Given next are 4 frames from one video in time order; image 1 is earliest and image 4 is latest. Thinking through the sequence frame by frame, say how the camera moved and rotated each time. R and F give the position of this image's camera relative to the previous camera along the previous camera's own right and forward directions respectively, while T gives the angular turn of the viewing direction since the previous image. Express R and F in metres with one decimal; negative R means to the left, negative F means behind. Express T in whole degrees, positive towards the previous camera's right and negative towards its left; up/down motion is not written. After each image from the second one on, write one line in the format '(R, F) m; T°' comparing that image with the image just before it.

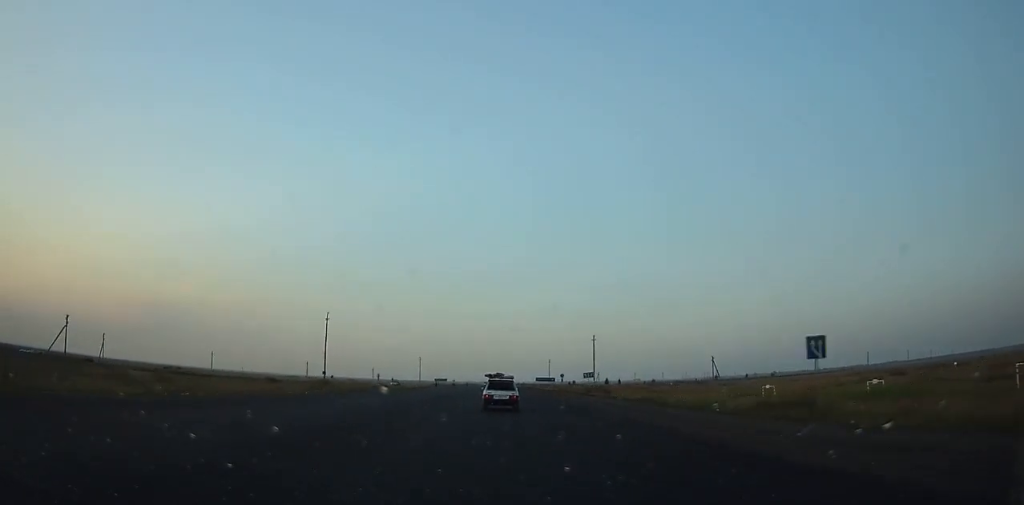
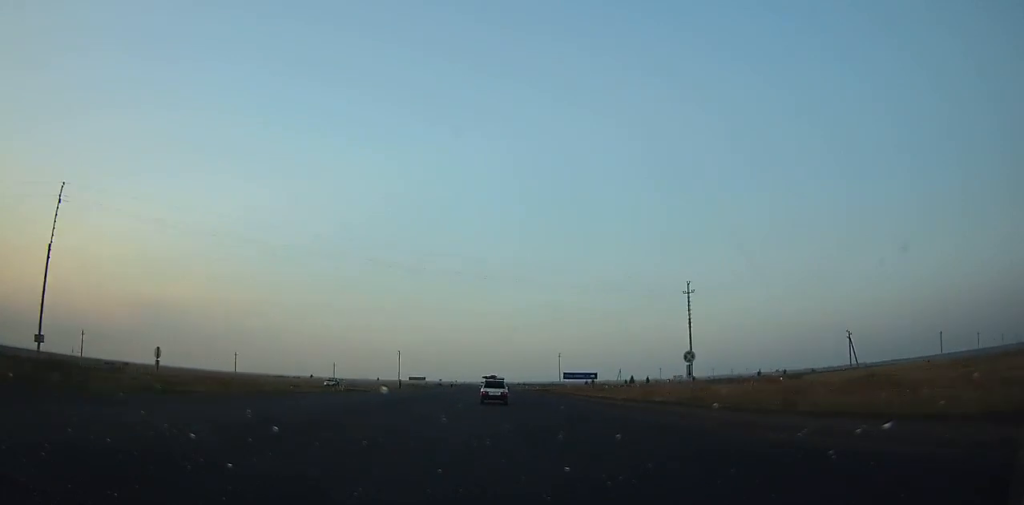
(0.0, +66.8) m; 0°
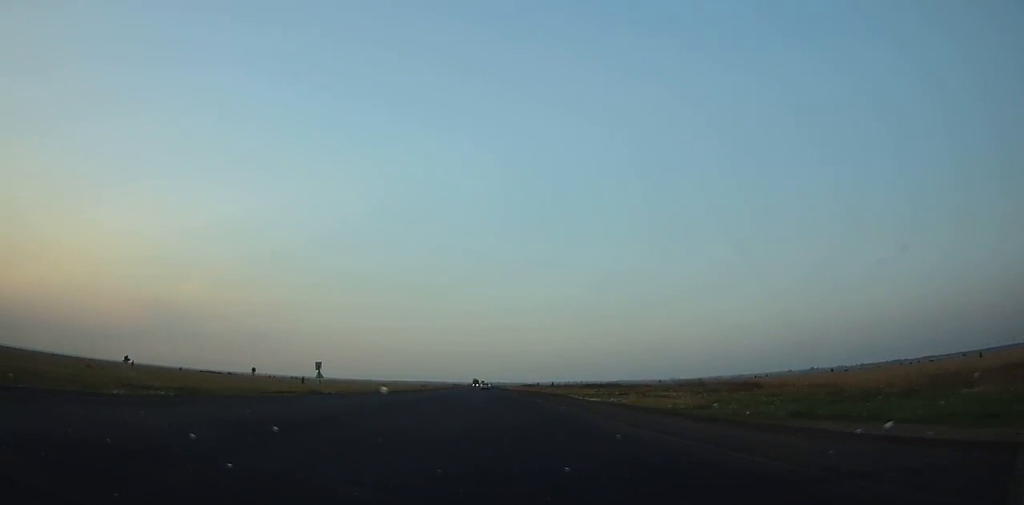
(-1.3, +313.5) m; -1°
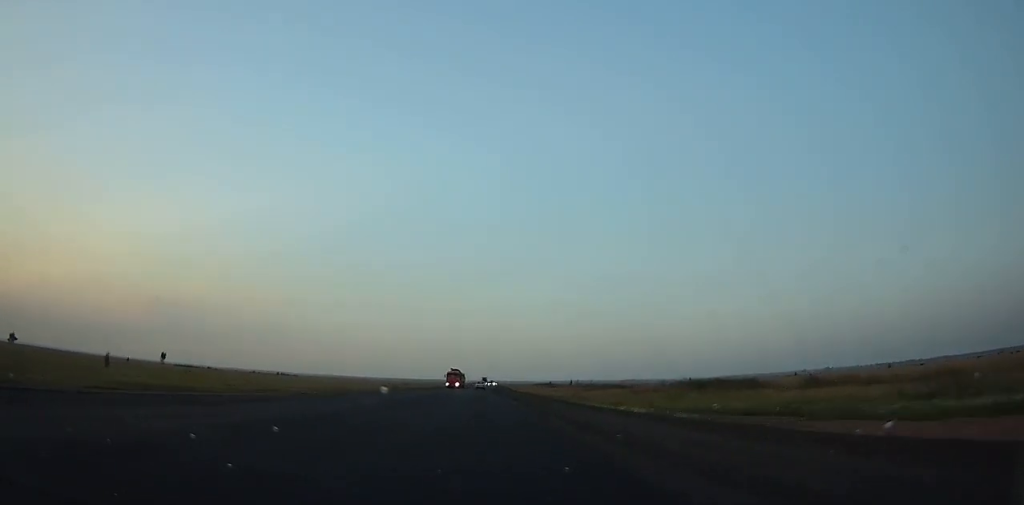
(+0.1, +81.6) m; 0°
